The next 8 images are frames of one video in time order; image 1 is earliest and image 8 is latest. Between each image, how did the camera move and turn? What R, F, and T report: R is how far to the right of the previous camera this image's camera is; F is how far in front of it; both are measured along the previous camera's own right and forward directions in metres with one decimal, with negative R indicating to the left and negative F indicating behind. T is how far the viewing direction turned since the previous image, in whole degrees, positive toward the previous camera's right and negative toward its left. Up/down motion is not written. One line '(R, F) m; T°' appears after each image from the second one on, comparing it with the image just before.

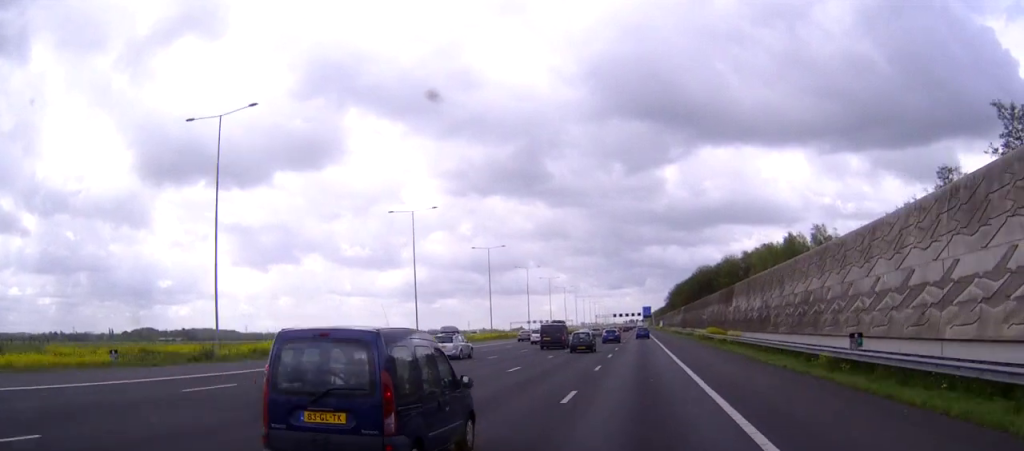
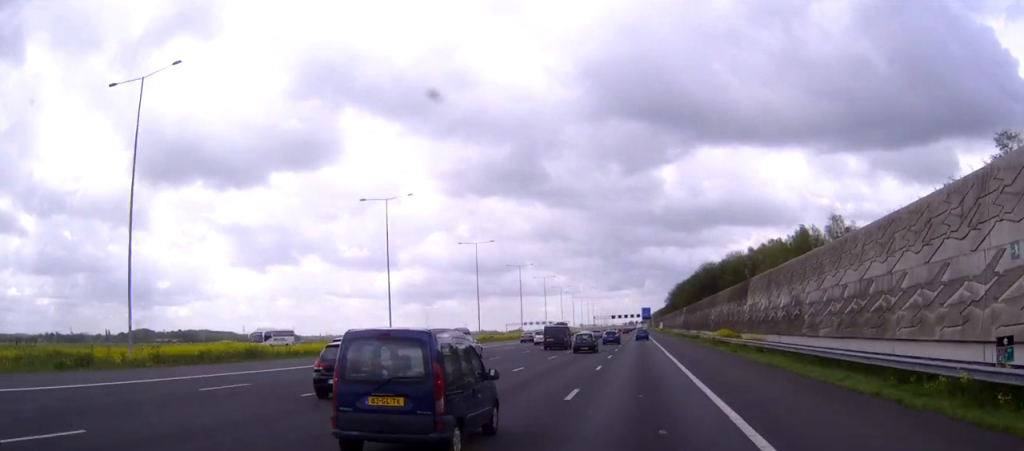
(0.0, +11.3) m; 0°
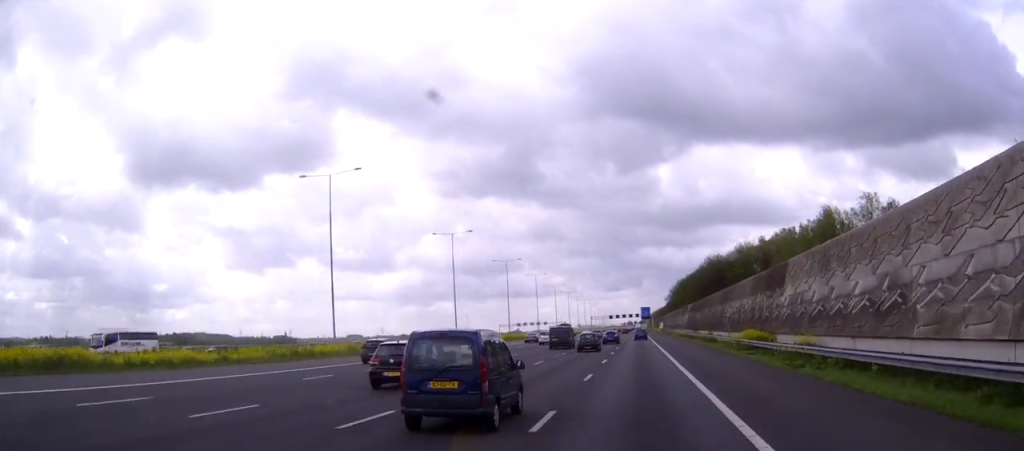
(0.0, +18.1) m; 0°
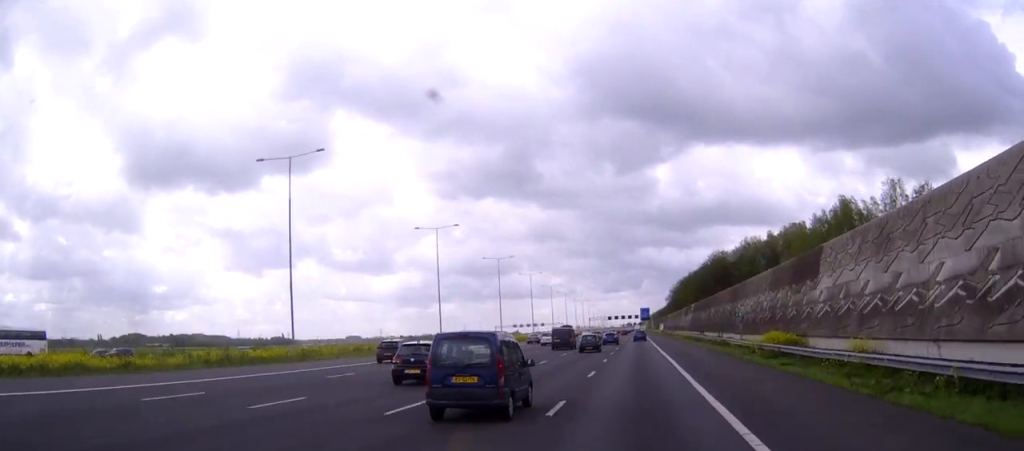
(0.0, +9.9) m; 0°
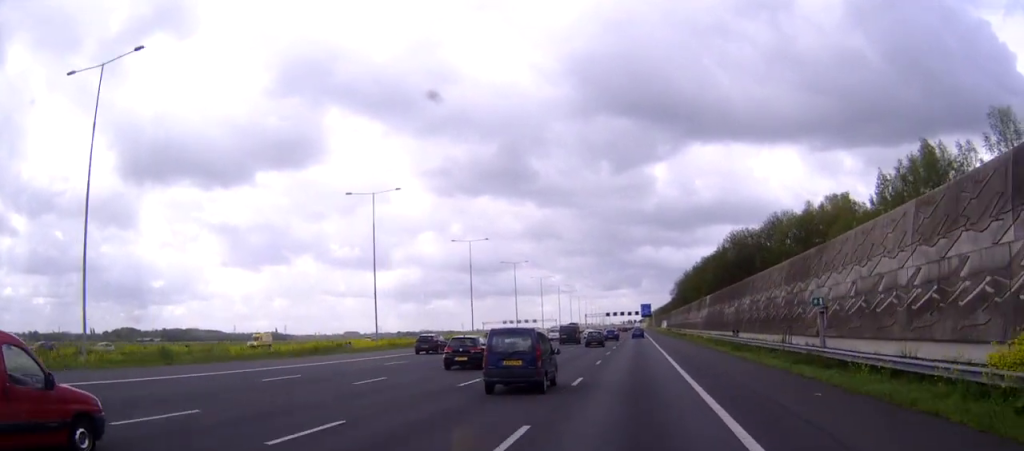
(0.0, +30.2) m; 0°
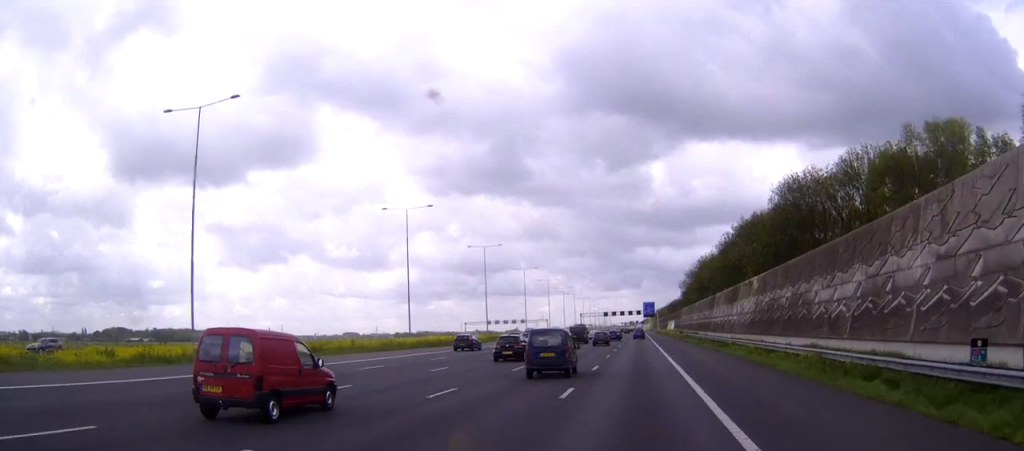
(-0.1, +40.6) m; 0°
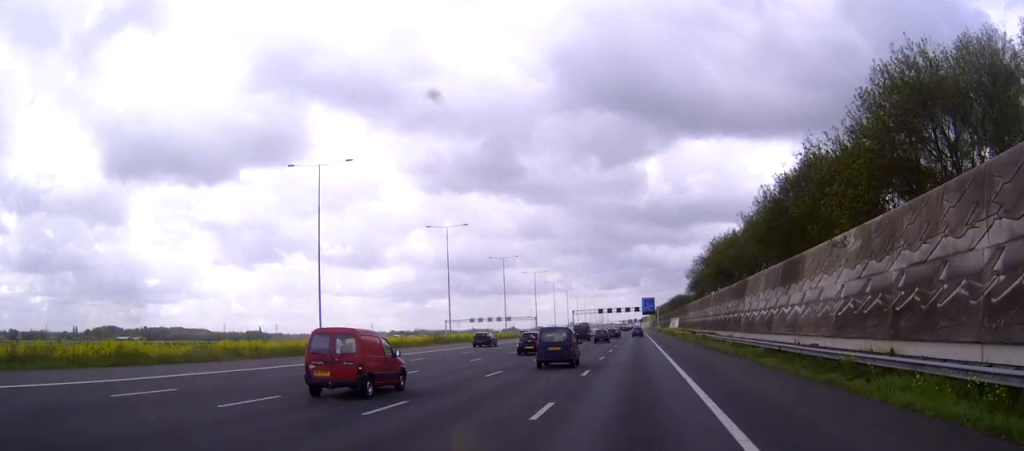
(0.0, +29.4) m; 0°
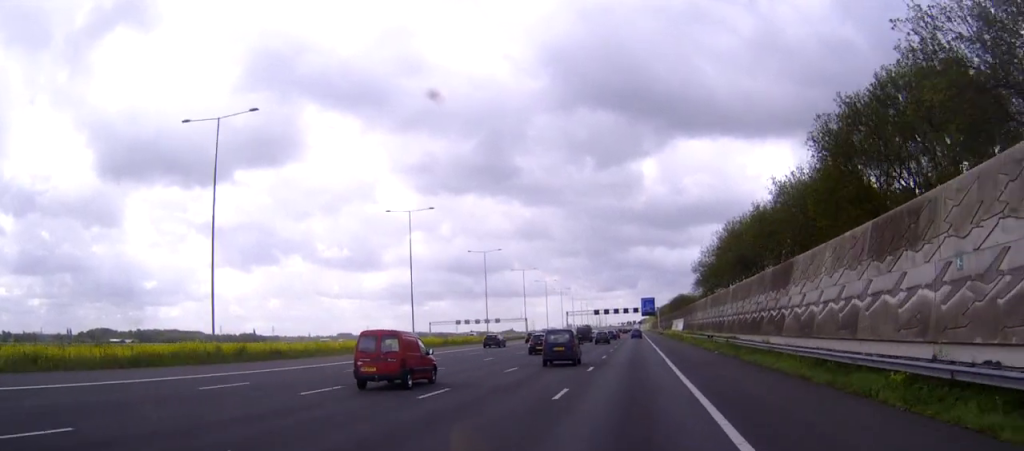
(0.0, +20.2) m; 0°
